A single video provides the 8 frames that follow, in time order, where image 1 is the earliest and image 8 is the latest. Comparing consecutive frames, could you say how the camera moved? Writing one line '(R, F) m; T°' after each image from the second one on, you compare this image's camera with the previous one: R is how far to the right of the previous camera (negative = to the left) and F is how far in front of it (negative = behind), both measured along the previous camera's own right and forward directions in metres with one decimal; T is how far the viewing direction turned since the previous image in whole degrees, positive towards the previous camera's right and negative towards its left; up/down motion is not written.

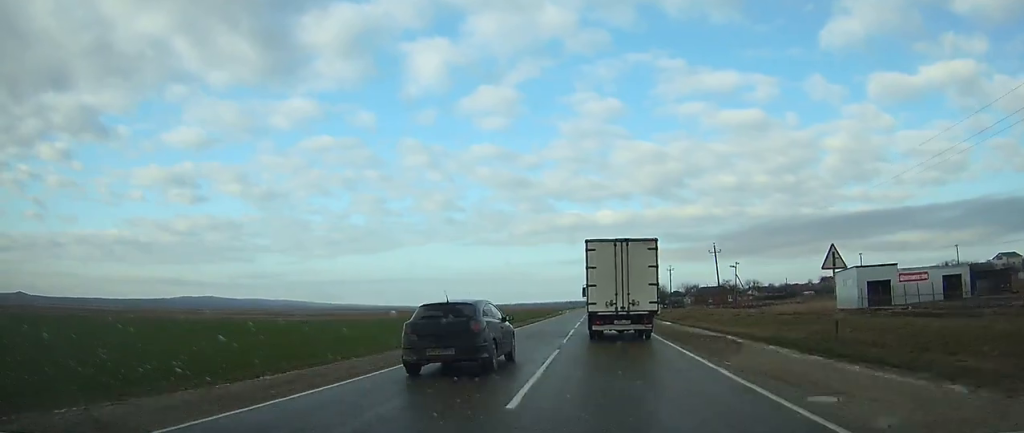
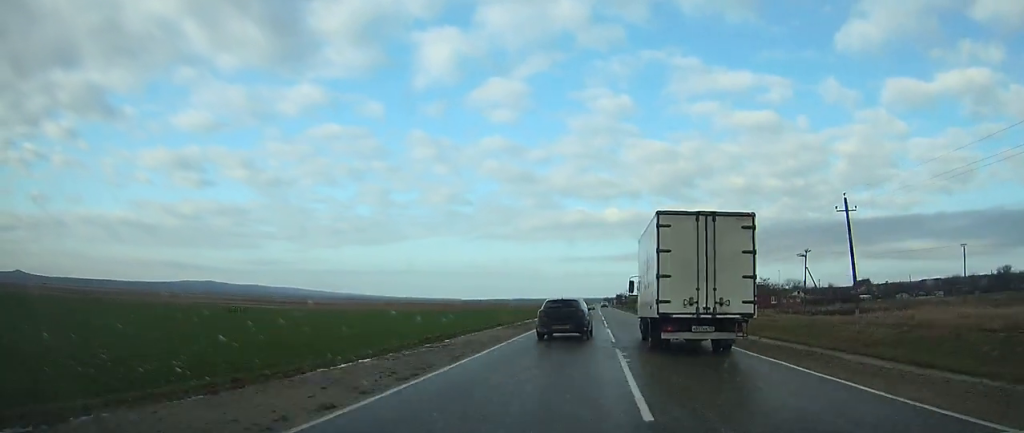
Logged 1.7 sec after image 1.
(+0.1, +39.0) m; +1°
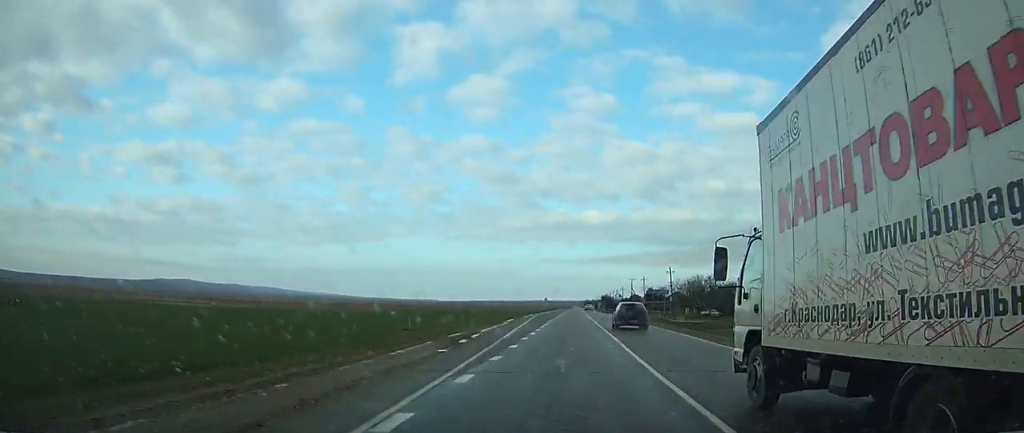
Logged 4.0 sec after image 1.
(+0.5, +57.8) m; +1°
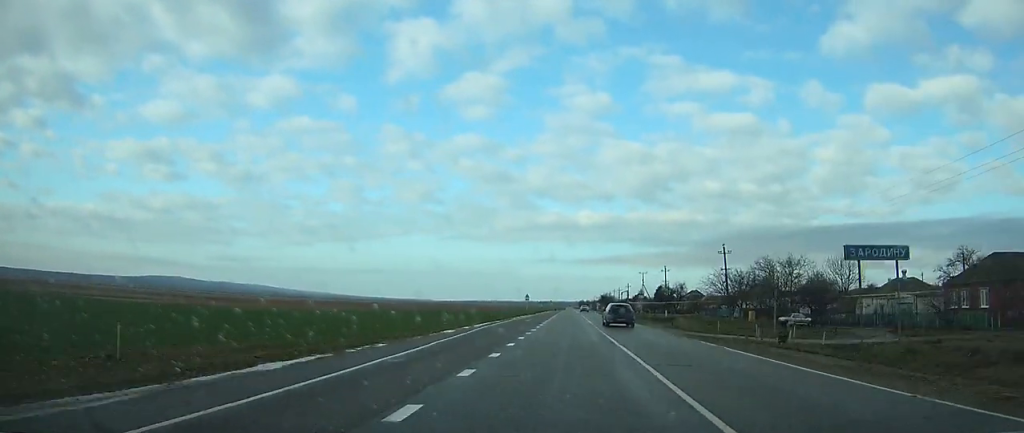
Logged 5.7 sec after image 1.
(+0.4, +43.2) m; +1°
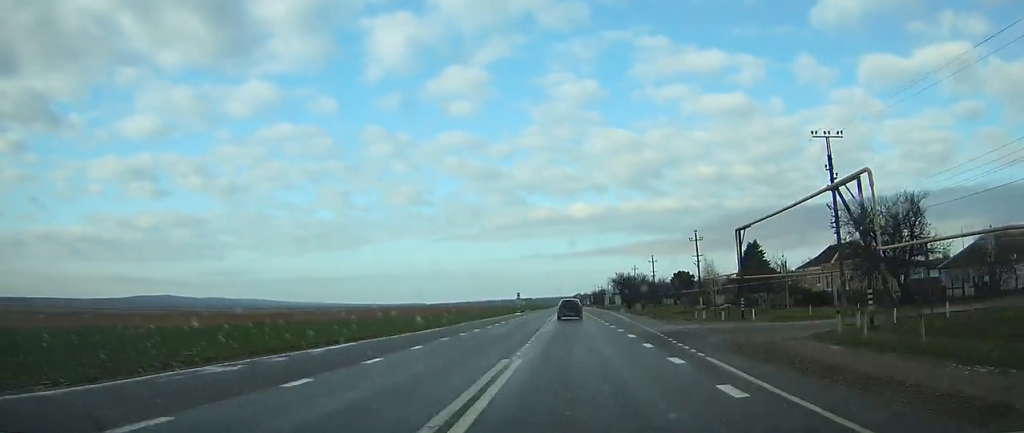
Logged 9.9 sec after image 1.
(+0.5, +110.6) m; 0°
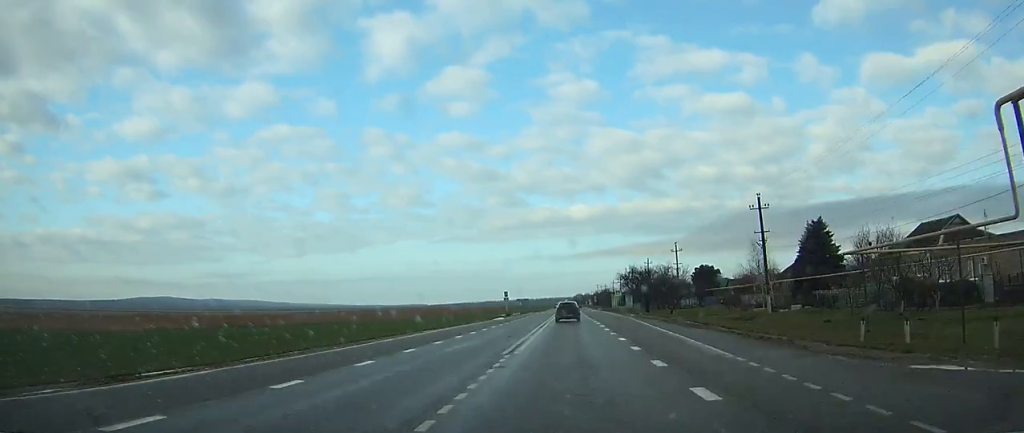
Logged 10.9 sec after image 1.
(-0.1, +23.5) m; 0°
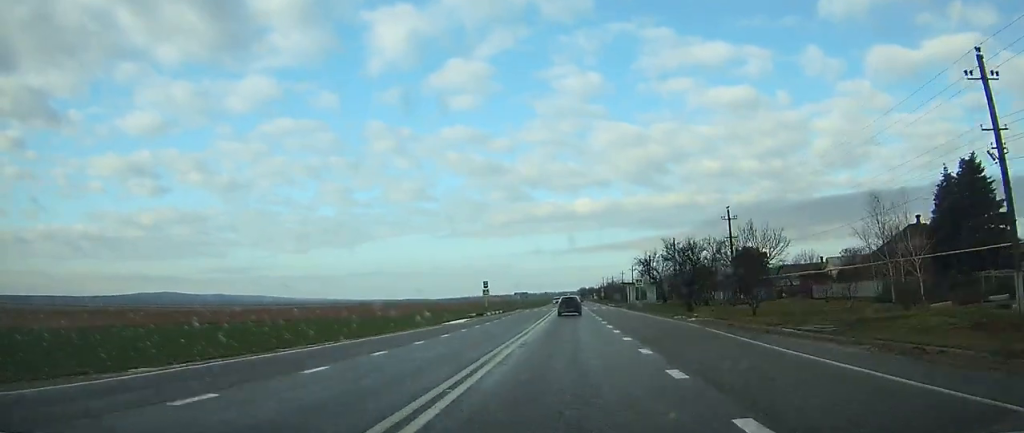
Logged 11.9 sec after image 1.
(-0.1, +26.5) m; 0°
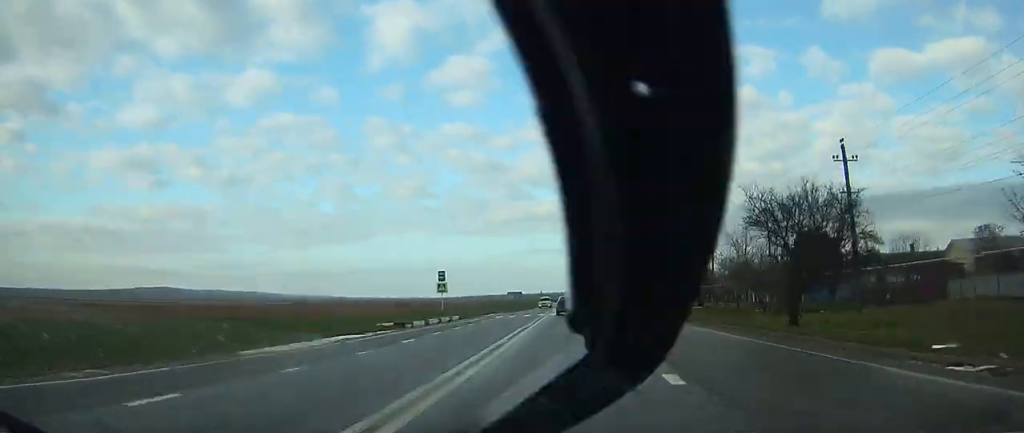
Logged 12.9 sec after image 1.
(0.0, +24.4) m; 0°
